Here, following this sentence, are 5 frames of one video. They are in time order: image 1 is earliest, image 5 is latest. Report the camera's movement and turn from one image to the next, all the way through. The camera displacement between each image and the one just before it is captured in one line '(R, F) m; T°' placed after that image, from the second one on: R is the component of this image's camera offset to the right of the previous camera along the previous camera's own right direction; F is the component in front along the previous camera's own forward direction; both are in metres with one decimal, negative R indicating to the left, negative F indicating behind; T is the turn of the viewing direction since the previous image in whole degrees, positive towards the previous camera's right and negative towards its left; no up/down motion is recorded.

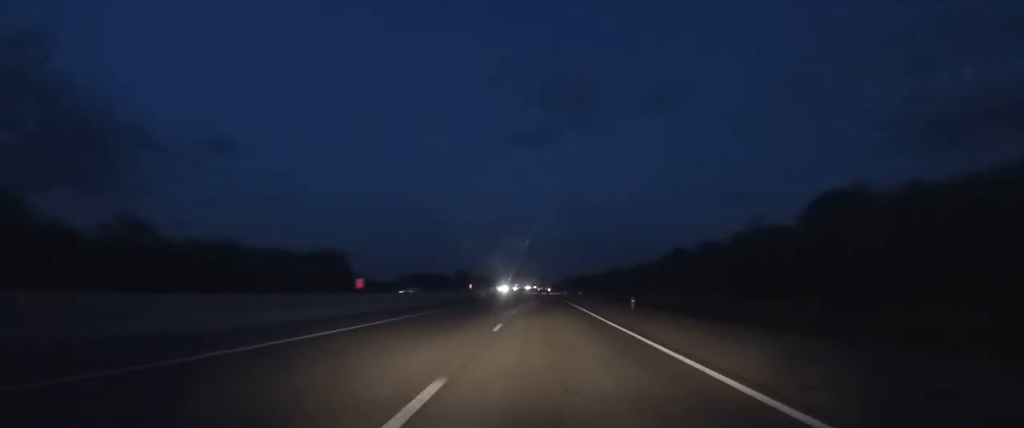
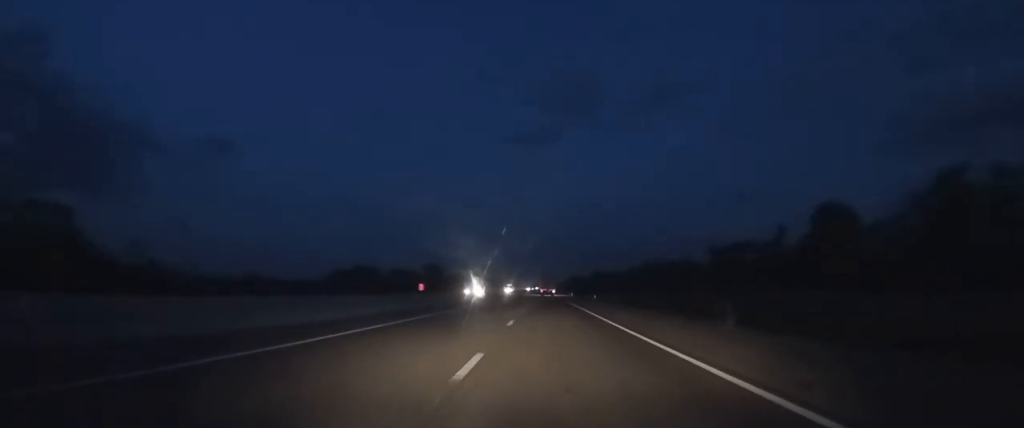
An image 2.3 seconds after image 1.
(+0.2, +69.9) m; 0°
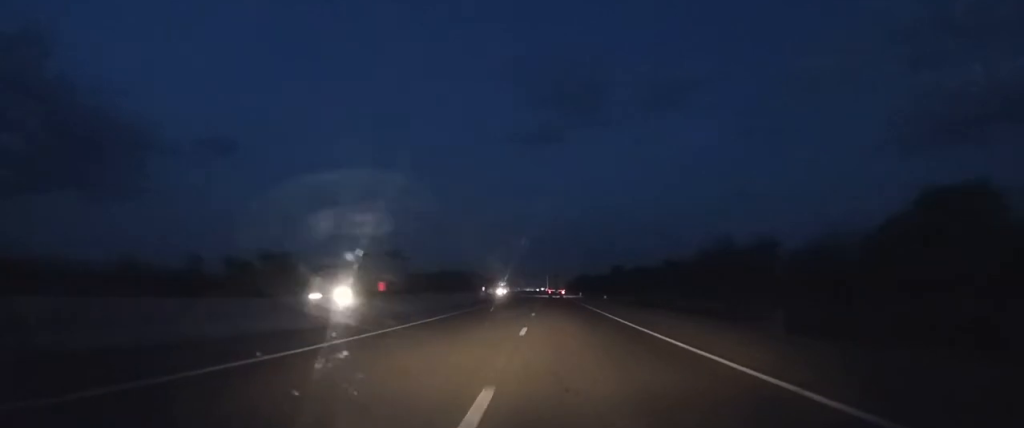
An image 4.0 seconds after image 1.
(-0.1, +51.7) m; 0°
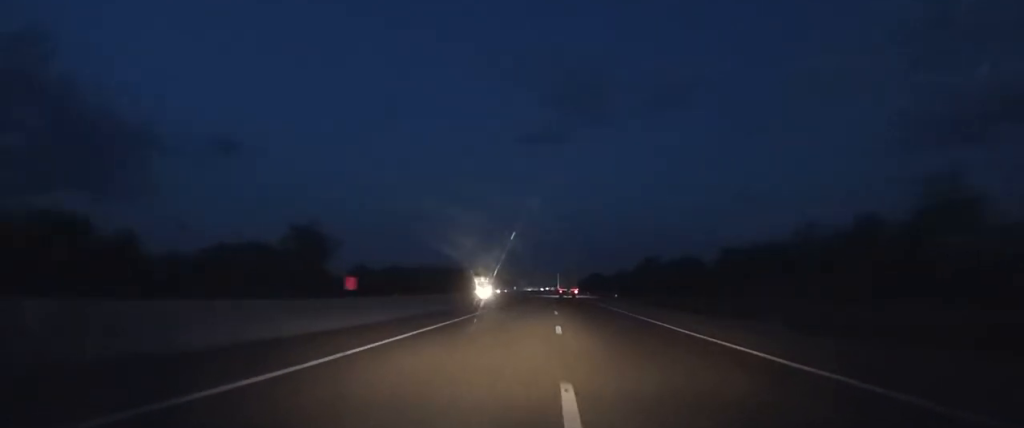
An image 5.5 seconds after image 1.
(-0.1, +43.8) m; 0°
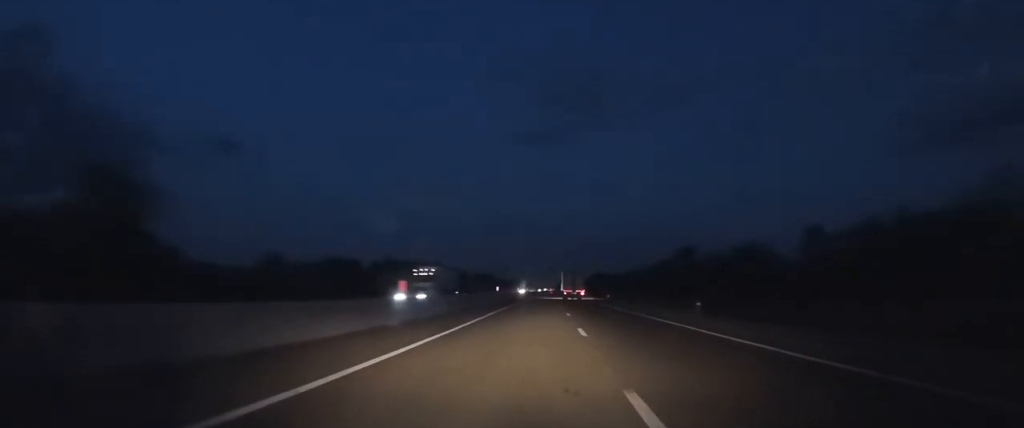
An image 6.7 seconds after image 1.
(-0.1, +28.8) m; 0°
